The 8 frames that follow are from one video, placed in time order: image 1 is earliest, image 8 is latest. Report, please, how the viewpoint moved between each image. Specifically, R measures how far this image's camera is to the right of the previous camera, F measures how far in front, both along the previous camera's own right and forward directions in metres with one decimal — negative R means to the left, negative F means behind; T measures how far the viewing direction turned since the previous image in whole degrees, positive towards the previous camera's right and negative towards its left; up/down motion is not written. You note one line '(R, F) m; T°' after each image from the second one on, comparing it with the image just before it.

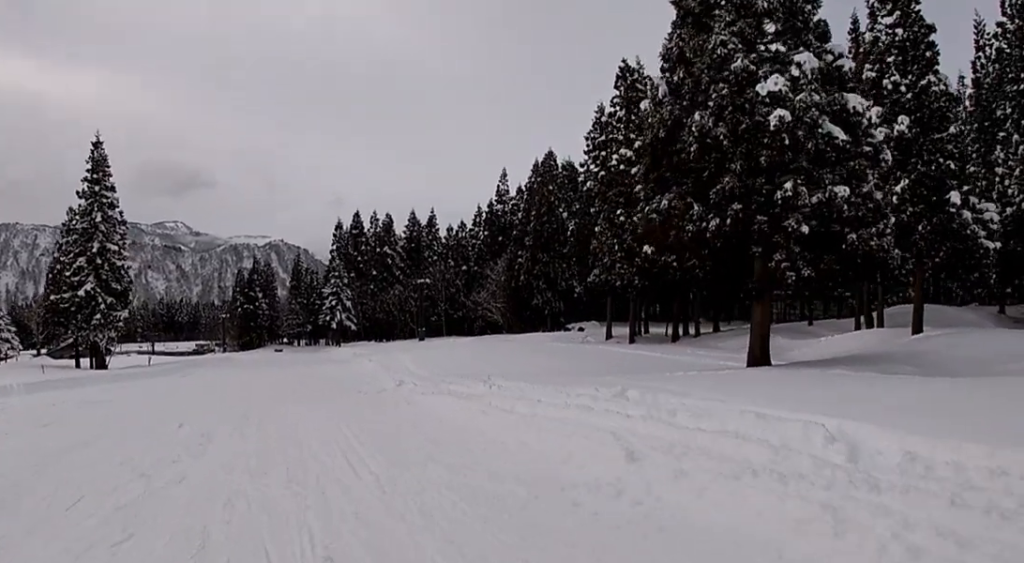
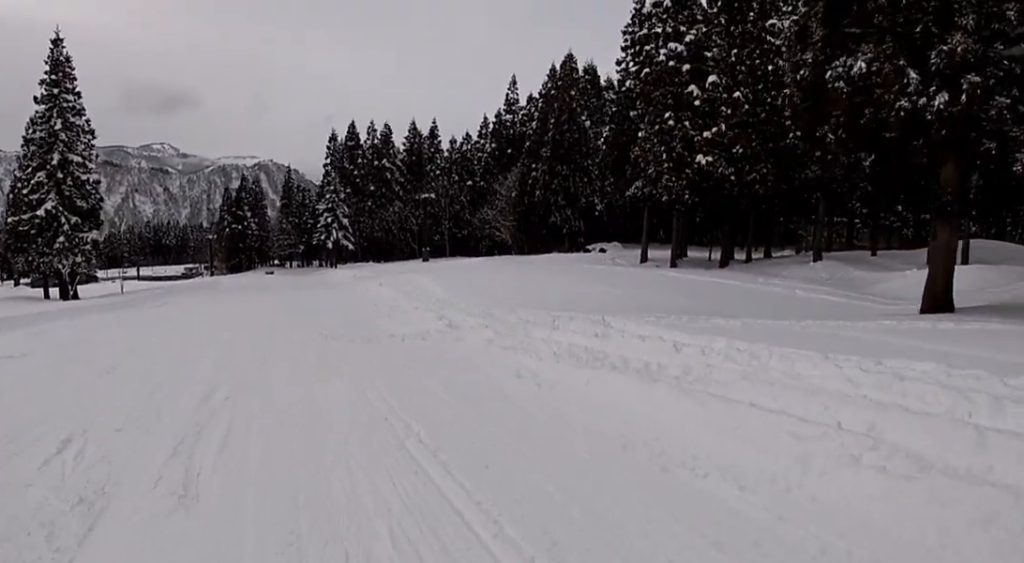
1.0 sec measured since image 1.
(0.0, +7.9) m; 0°
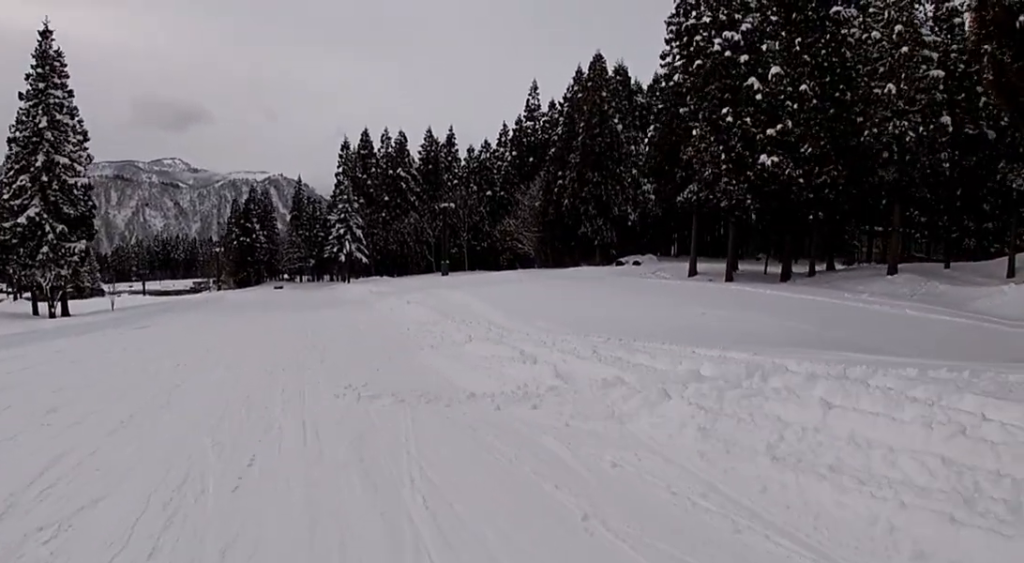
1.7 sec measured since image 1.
(0.0, +5.9) m; +6°
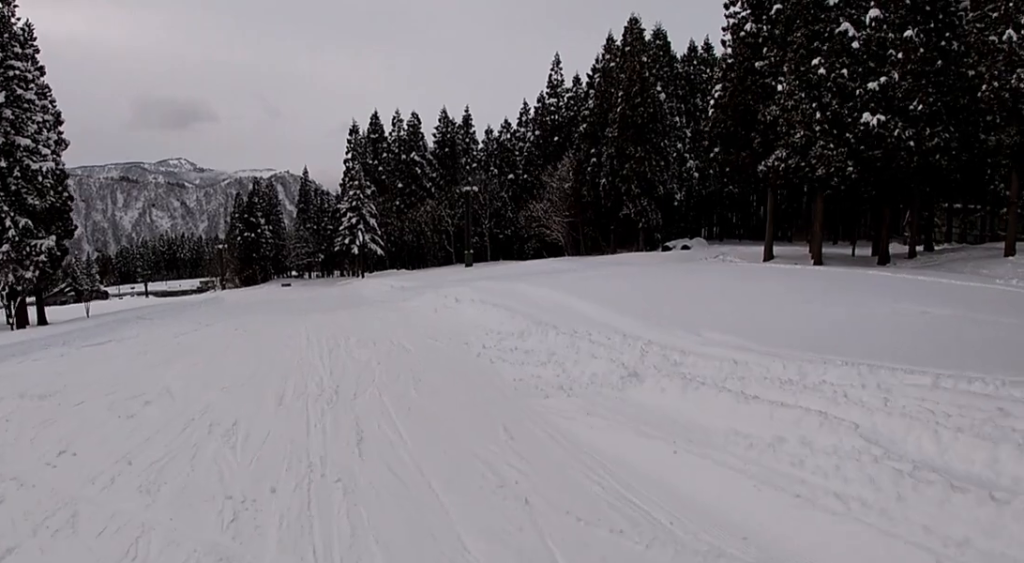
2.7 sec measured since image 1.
(+0.8, +8.0) m; +8°
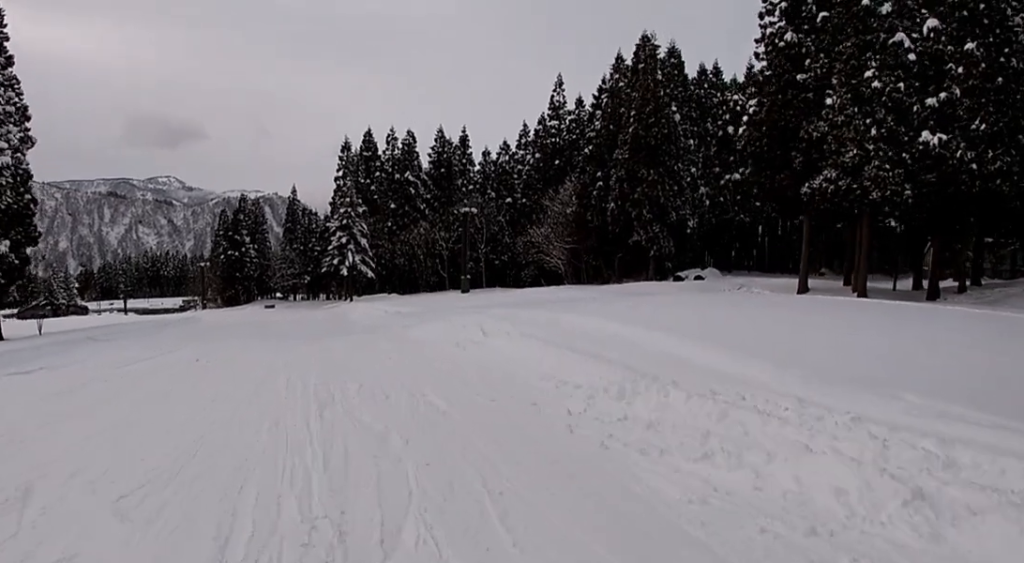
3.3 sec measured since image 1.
(+1.1, +4.8) m; 0°
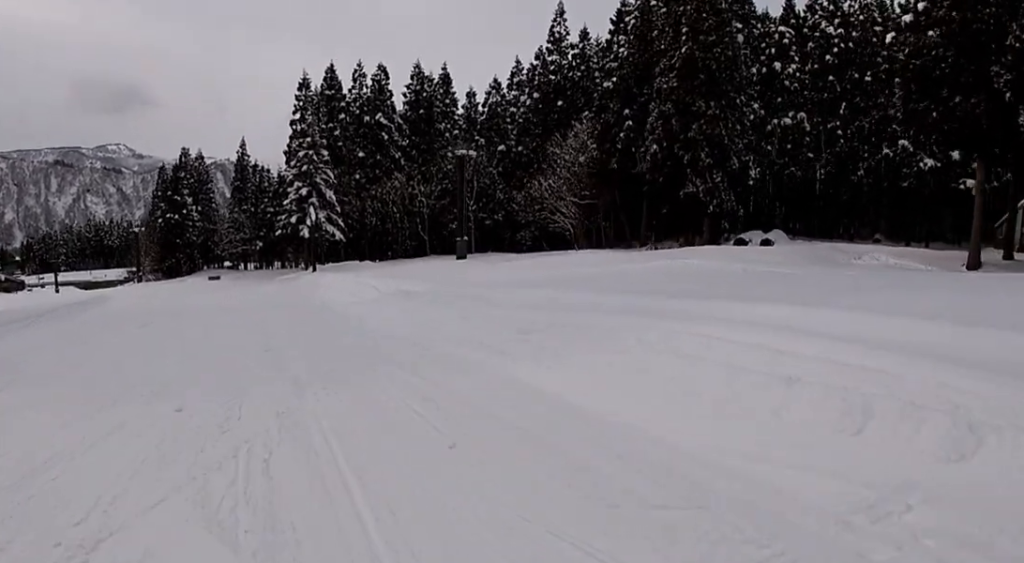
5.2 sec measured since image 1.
(-3.5, +15.2) m; -5°
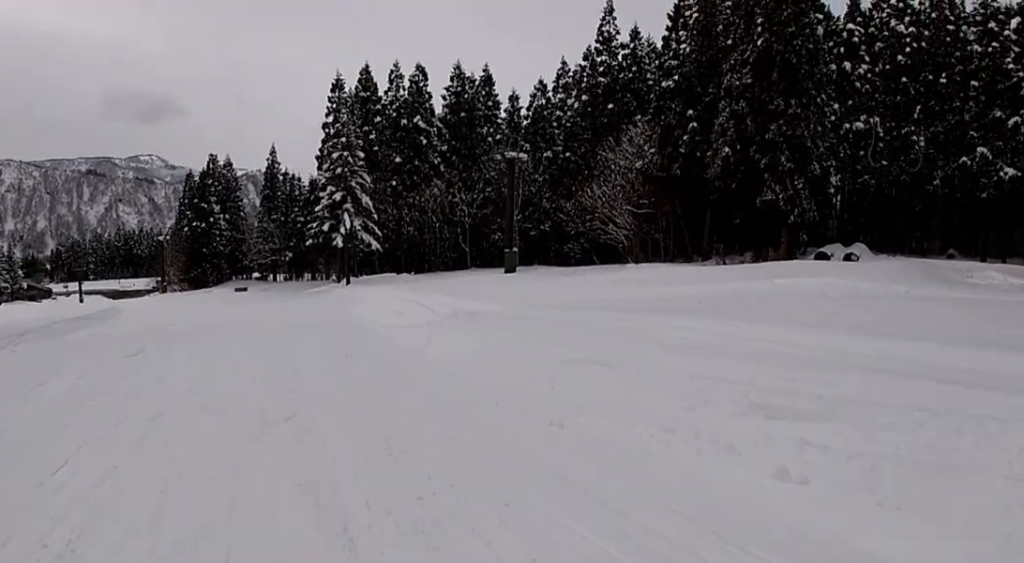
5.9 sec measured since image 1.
(+0.6, +5.4) m; +1°
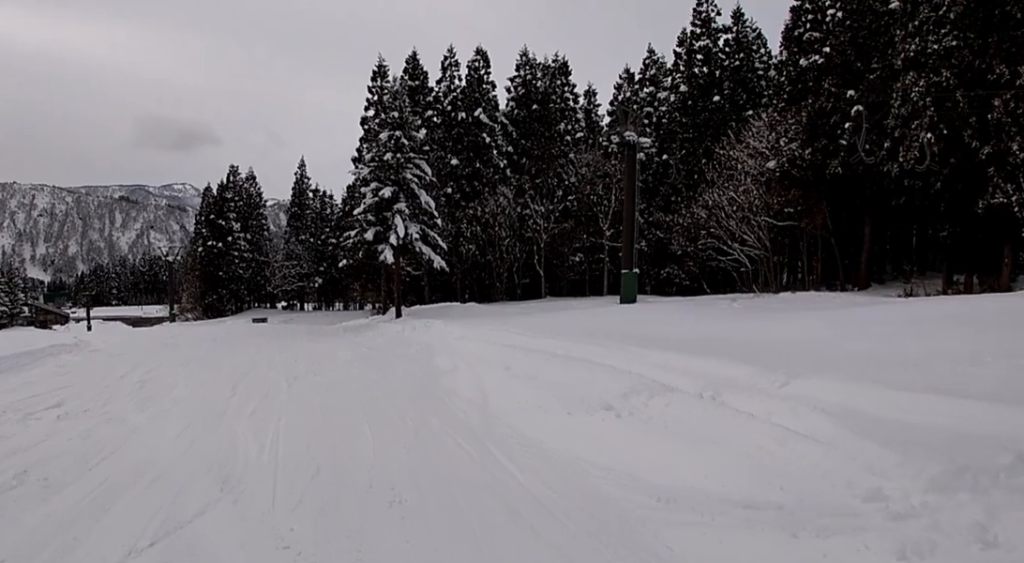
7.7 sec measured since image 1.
(-1.2, +15.2) m; -9°
